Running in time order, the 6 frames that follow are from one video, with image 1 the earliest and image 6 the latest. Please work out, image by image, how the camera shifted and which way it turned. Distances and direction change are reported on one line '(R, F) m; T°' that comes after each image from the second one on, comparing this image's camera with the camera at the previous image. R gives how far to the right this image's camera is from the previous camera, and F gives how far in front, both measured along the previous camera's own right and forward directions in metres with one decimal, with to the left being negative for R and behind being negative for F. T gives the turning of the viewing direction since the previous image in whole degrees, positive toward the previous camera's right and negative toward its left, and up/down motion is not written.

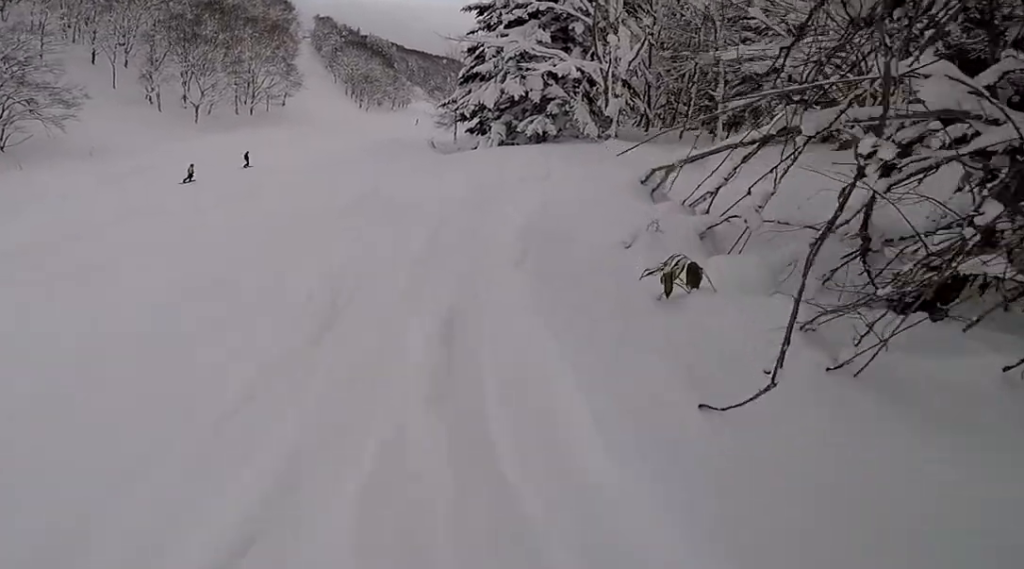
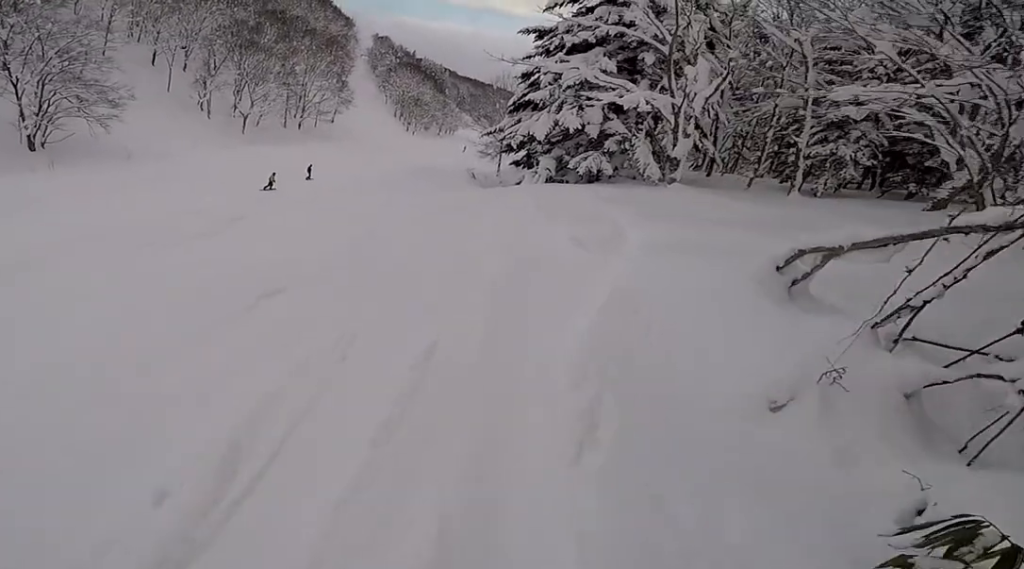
(0.0, +2.3) m; 0°
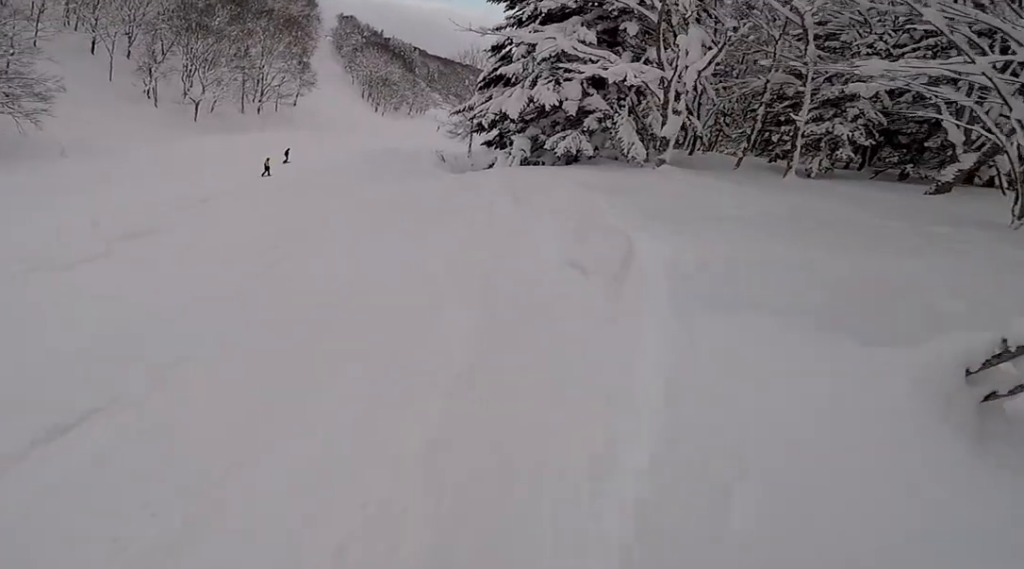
(0.0, +2.0) m; -1°
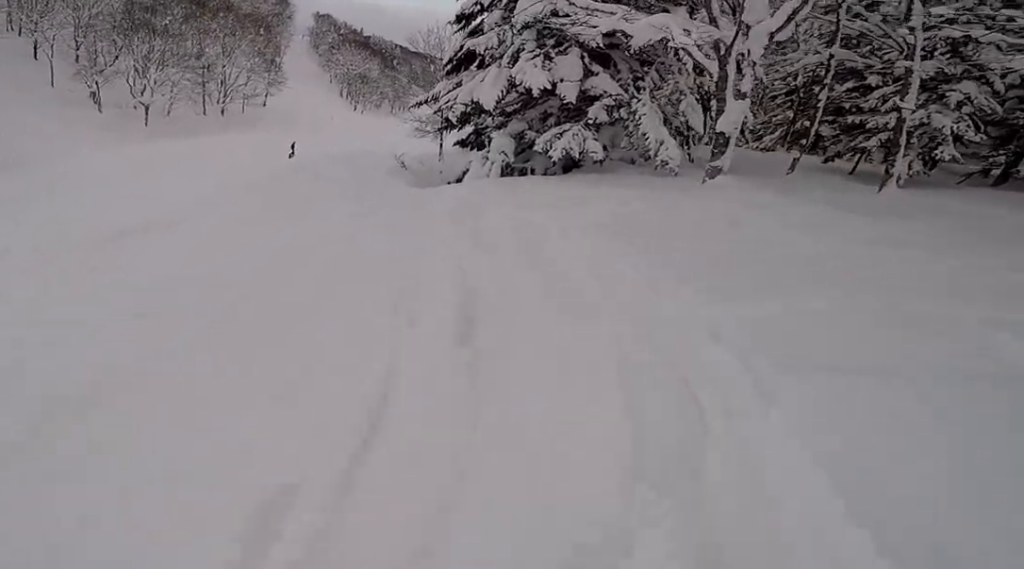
(-0.1, +6.5) m; -9°
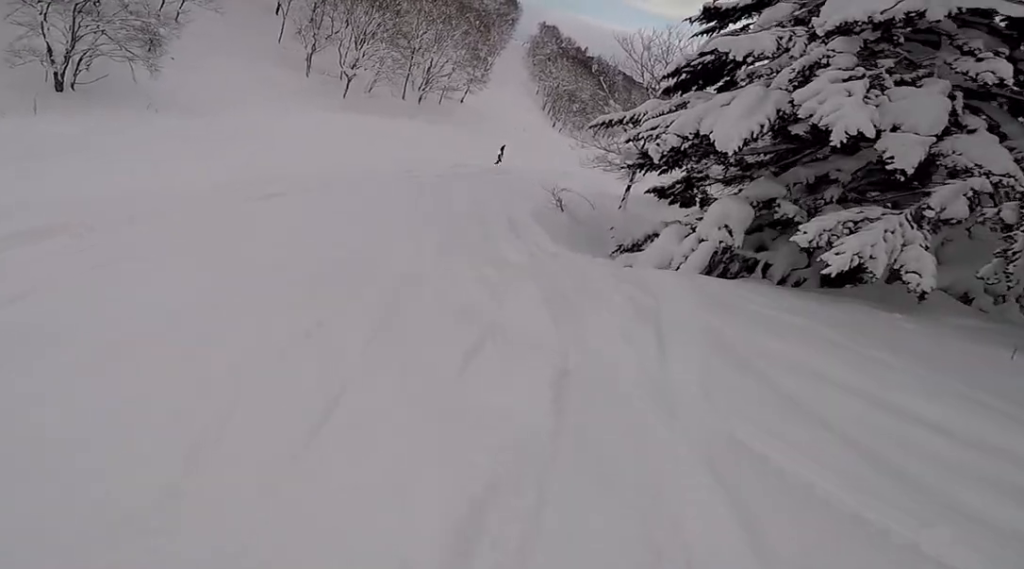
(-1.1, +6.6) m; -12°
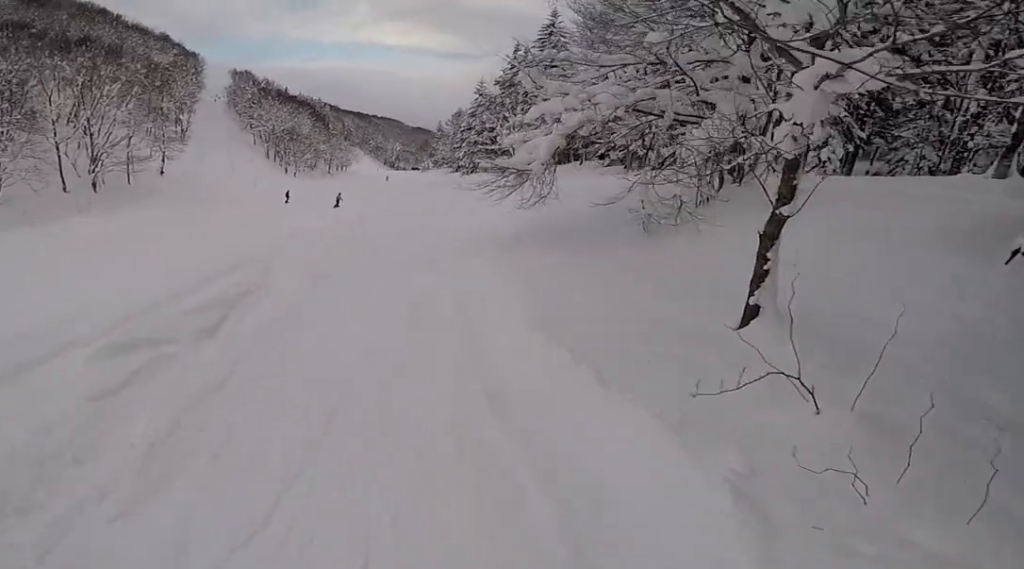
(-0.9, +14.6) m; +5°
